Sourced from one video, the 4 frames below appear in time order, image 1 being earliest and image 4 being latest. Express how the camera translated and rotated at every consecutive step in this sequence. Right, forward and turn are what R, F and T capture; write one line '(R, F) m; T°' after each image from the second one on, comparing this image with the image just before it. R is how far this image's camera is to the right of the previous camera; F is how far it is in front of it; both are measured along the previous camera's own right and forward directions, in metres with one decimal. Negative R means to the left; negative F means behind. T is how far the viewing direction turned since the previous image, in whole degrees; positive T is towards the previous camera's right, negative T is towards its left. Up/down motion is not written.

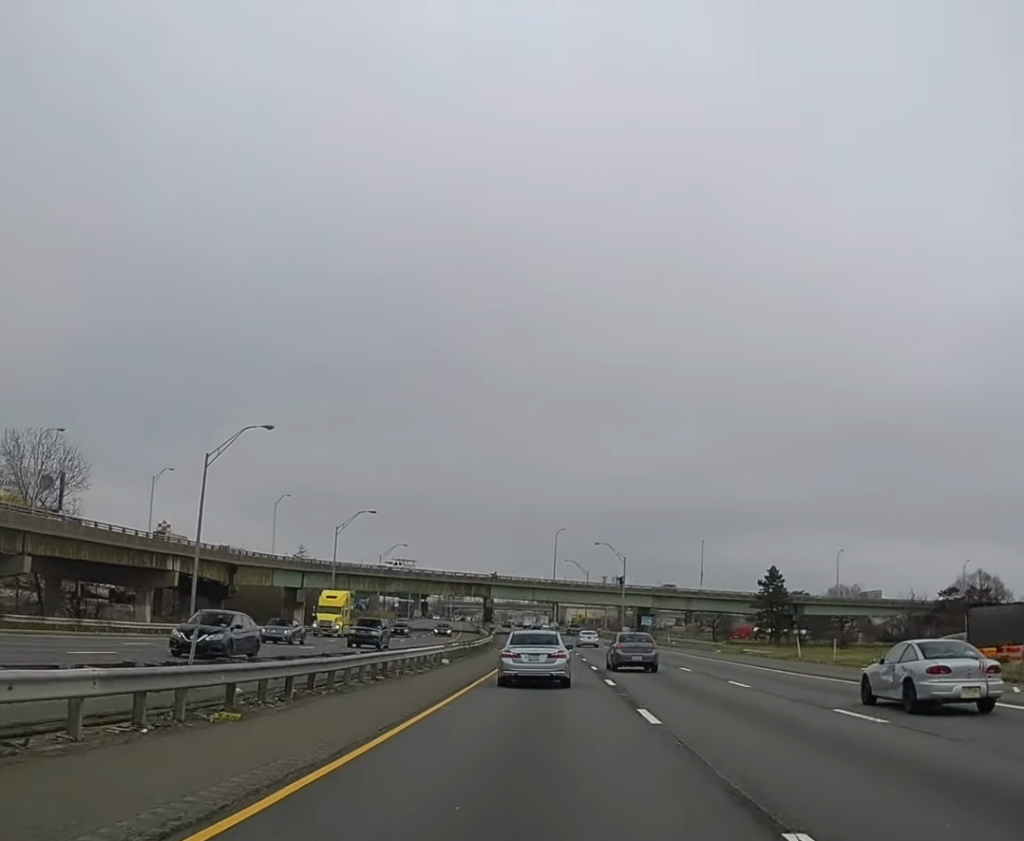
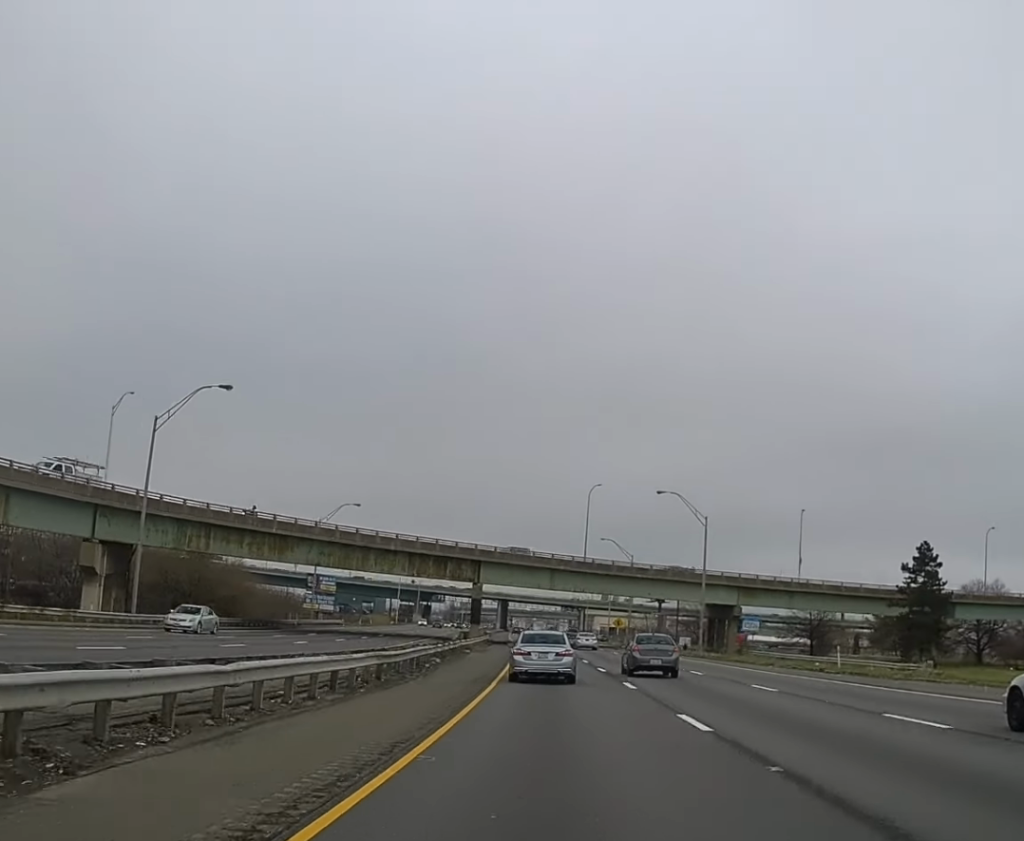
(-0.6, +60.6) m; -1°
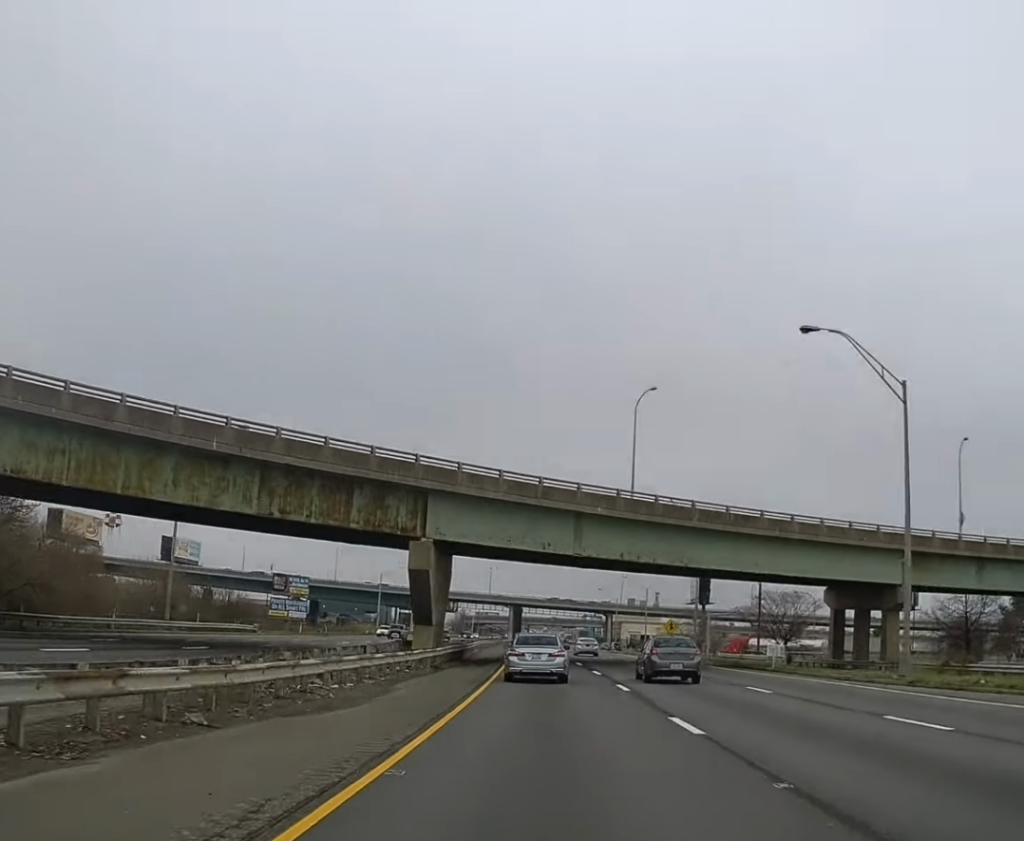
(-0.1, +48.0) m; -1°
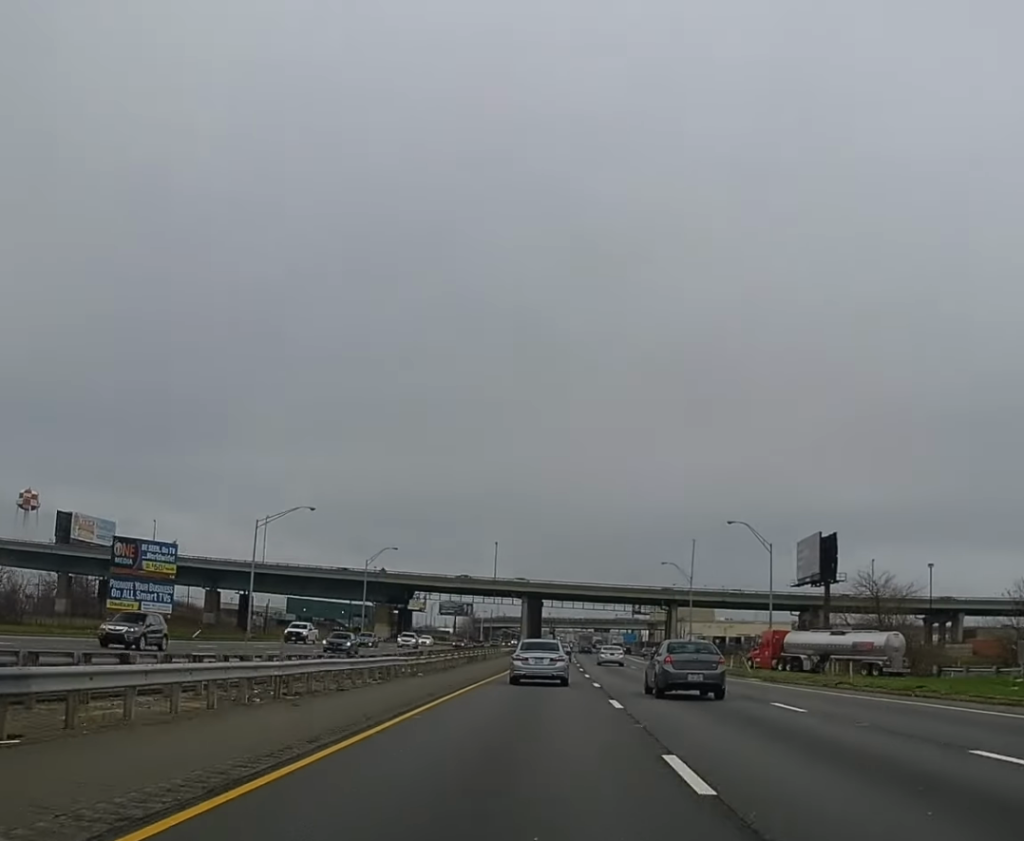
(-1.8, +89.4) m; -2°
